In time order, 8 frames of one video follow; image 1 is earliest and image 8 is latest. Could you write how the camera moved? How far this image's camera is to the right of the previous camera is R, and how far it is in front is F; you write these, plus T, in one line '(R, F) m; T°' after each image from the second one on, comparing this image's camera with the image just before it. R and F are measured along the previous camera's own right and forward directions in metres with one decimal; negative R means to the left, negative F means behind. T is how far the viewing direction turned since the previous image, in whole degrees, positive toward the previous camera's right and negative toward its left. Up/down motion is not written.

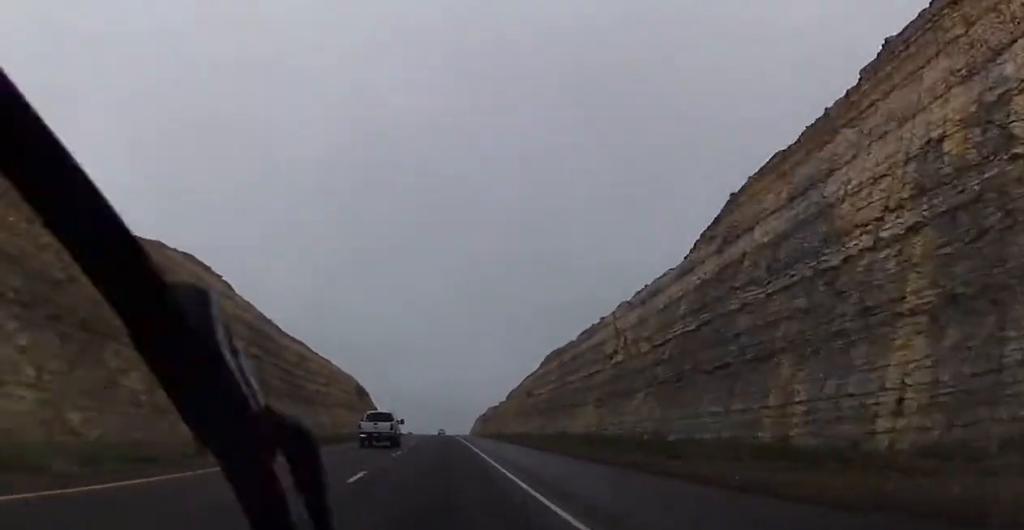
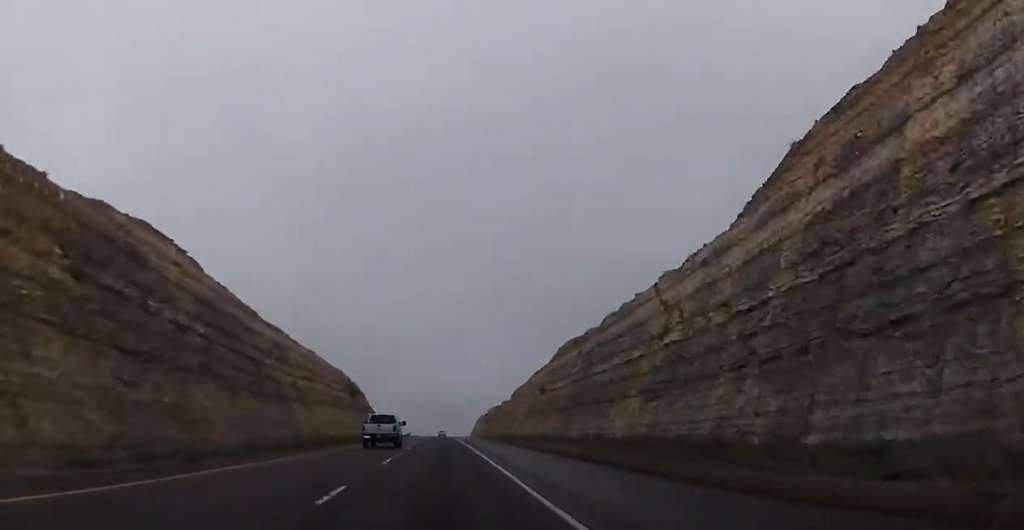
(-0.3, +16.0) m; 0°
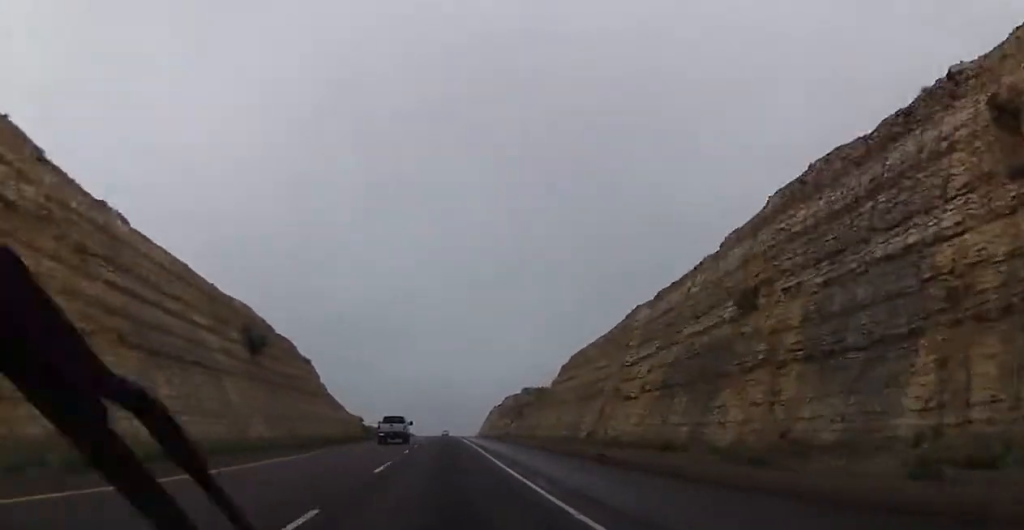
(+1.0, +76.8) m; +1°
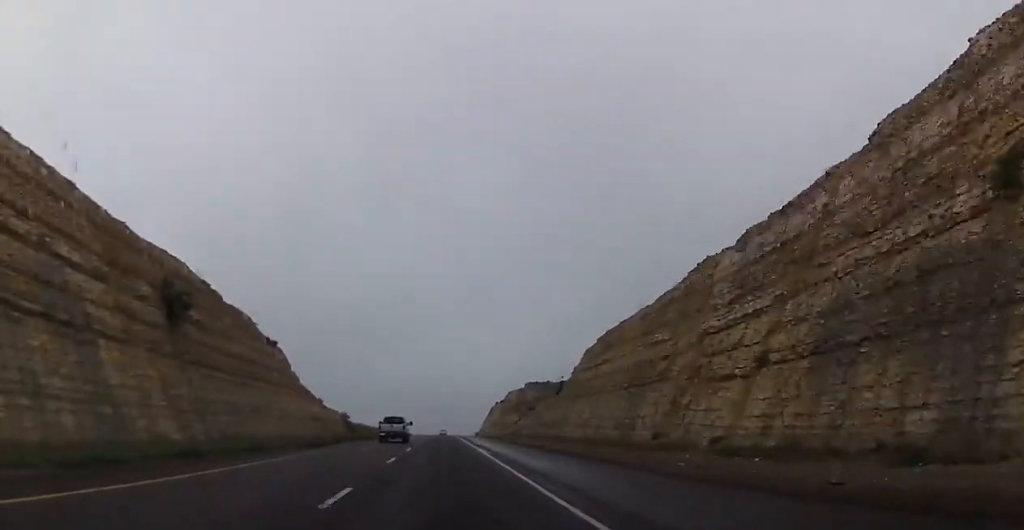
(0.0, +20.7) m; 0°
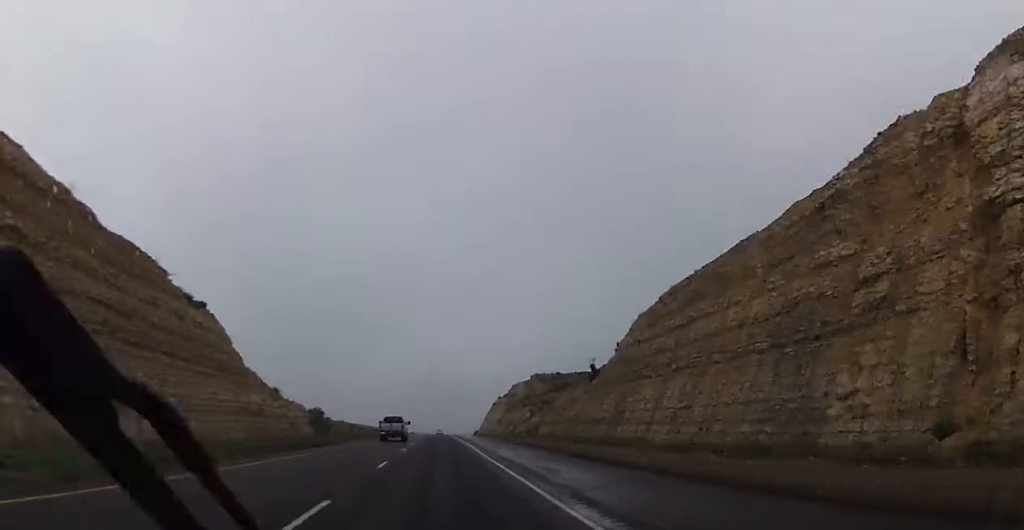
(-0.1, +26.4) m; 0°
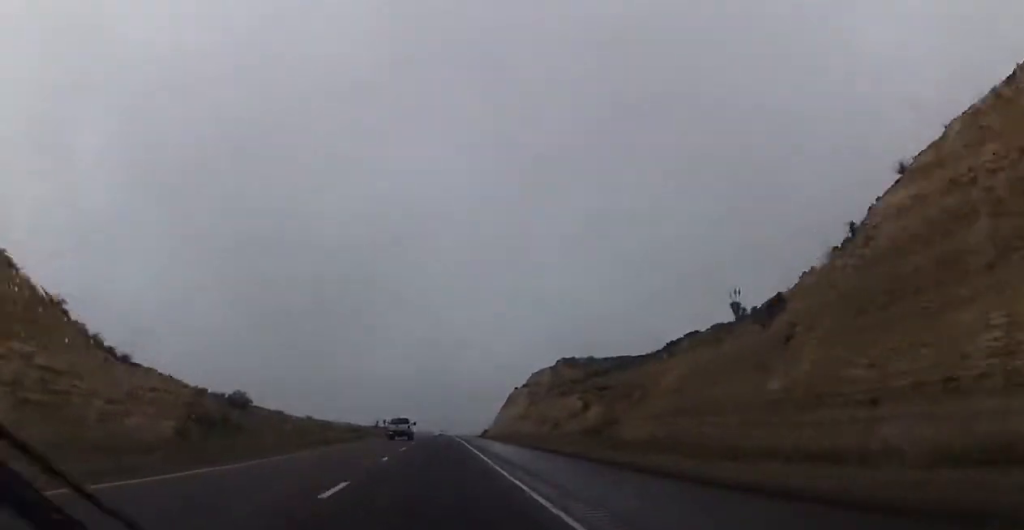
(-0.2, +44.8) m; 0°
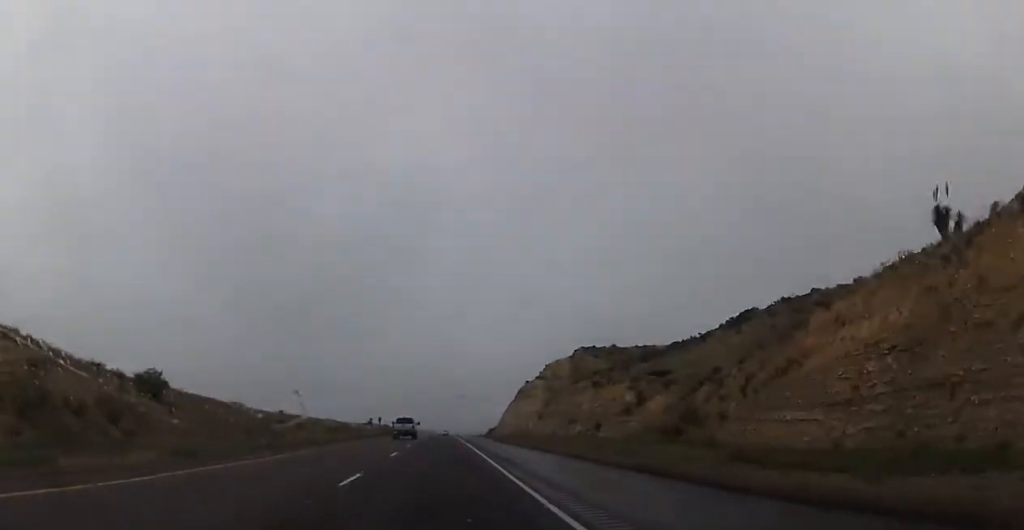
(+0.1, +22.0) m; 0°
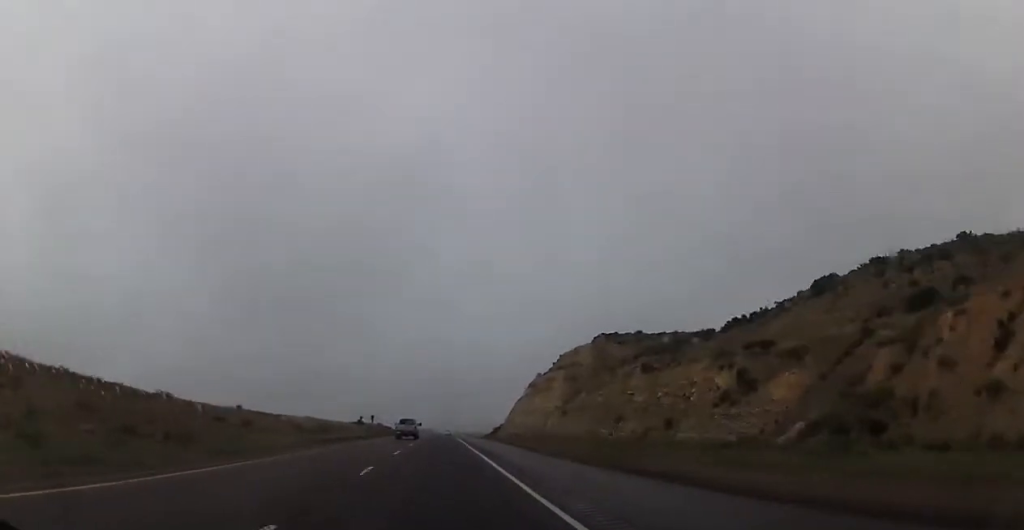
(+0.1, +20.9) m; 0°
